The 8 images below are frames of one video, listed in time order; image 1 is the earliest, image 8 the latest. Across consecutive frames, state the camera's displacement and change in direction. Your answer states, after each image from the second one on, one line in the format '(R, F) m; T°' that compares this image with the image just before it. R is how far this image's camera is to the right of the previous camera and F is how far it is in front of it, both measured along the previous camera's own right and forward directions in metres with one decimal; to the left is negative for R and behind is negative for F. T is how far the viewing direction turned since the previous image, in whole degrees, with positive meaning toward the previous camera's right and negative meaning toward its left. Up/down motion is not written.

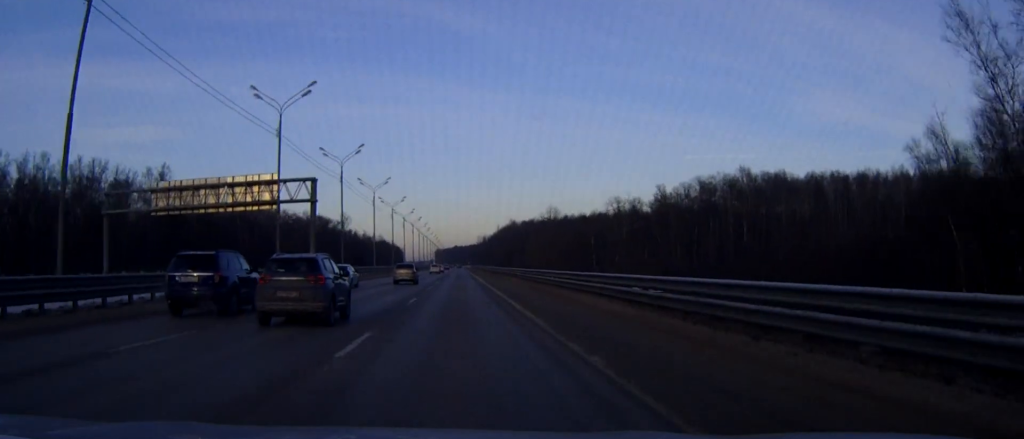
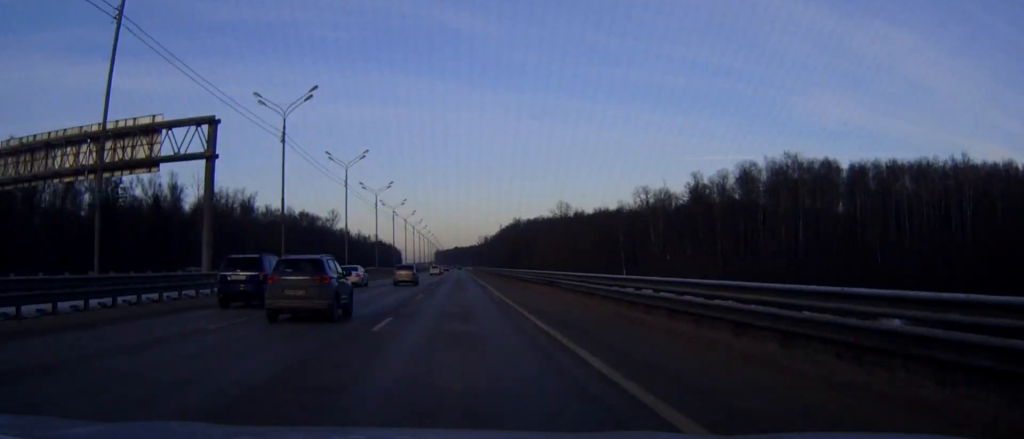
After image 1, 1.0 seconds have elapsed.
(0.0, +27.2) m; 0°
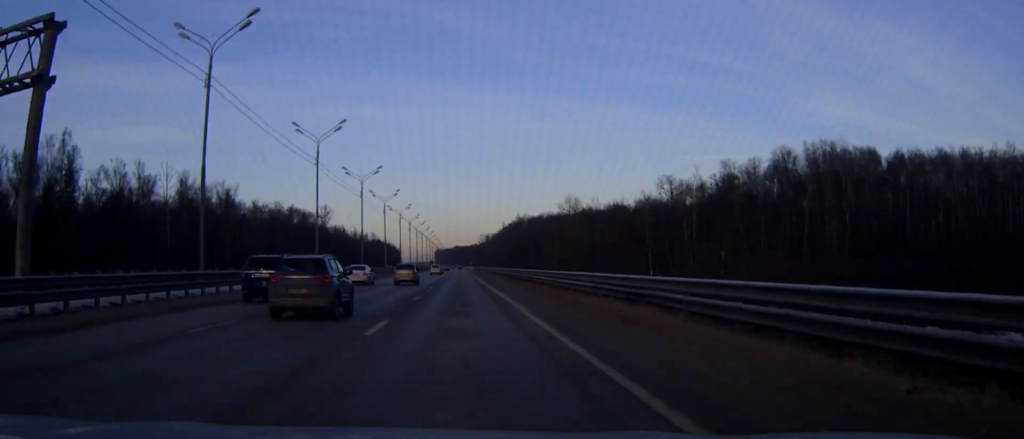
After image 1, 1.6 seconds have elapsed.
(0.0, +17.3) m; 0°
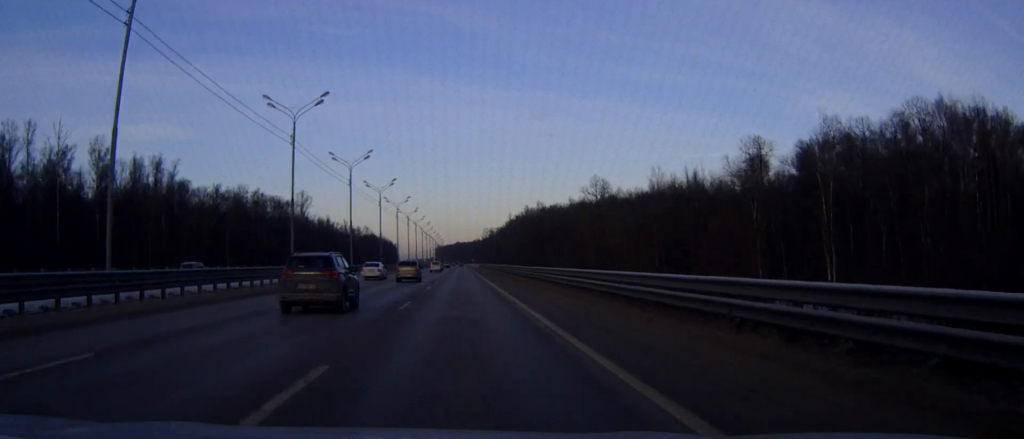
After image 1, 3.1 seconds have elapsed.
(0.0, +40.5) m; 0°
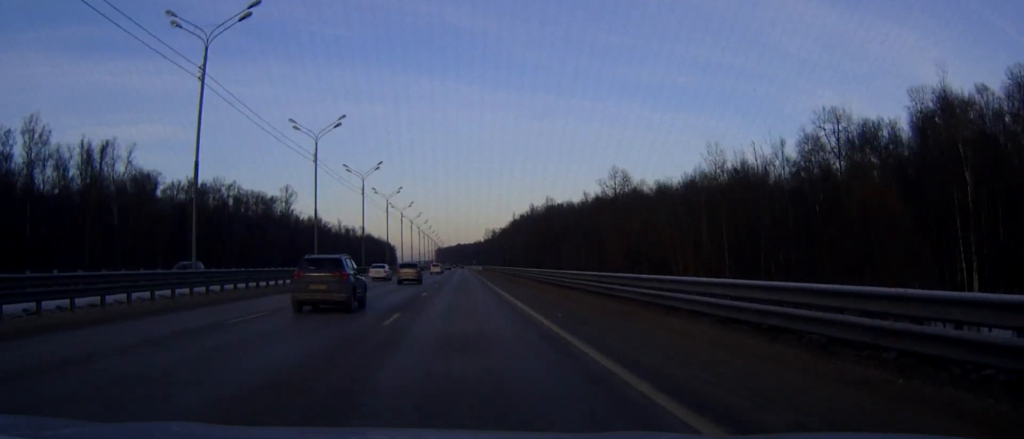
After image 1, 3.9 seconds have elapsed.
(0.0, +21.1) m; 0°
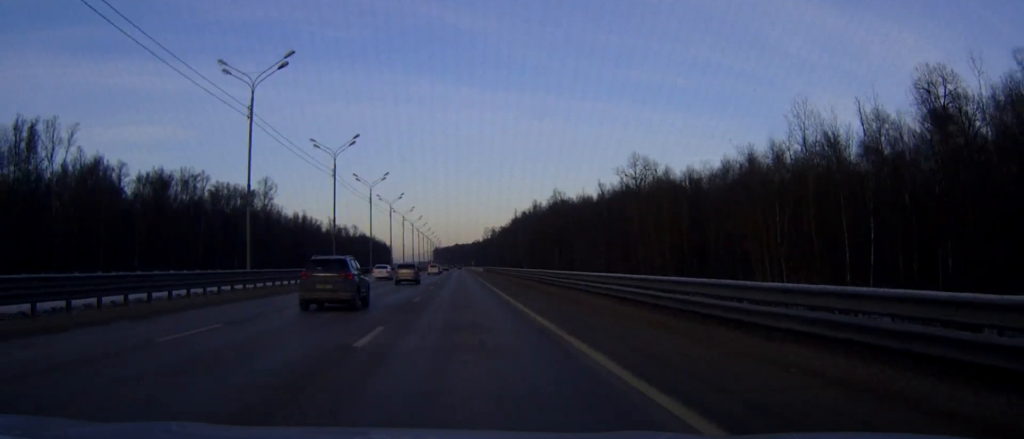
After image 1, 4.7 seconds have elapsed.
(0.0, +20.1) m; 0°
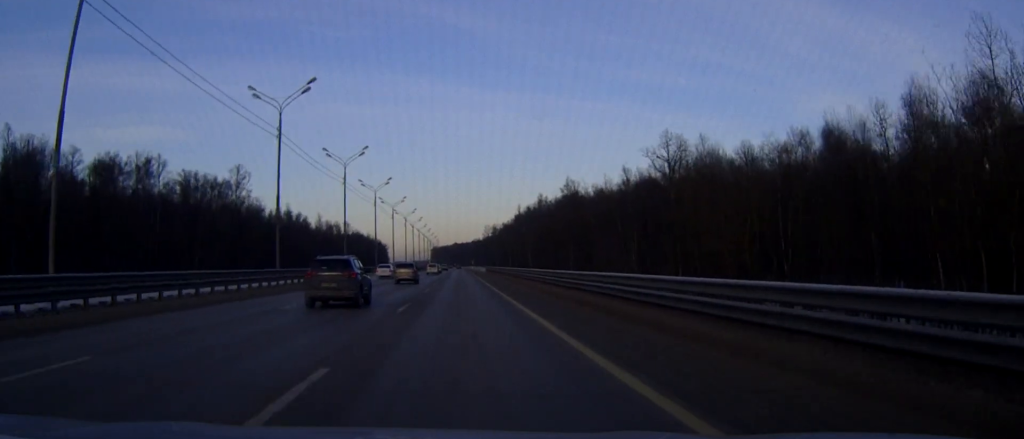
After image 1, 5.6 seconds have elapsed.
(0.0, +22.7) m; 0°
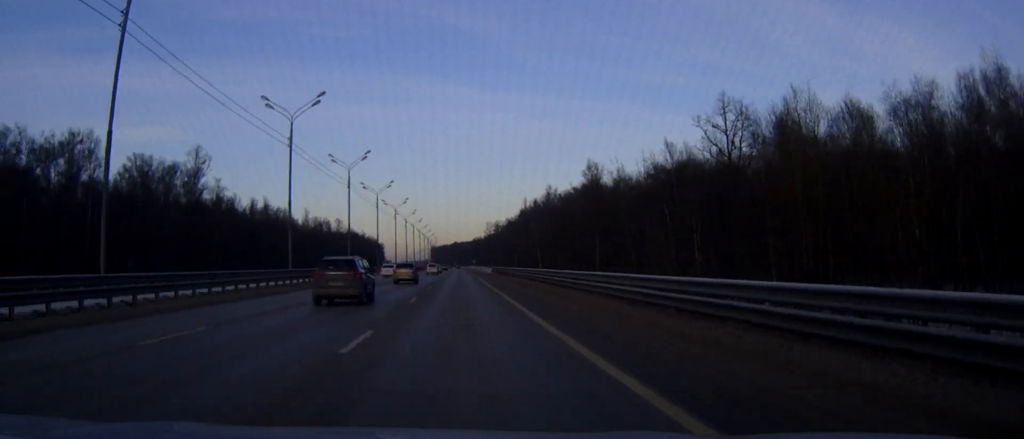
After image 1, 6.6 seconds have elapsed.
(0.0, +26.2) m; 0°
